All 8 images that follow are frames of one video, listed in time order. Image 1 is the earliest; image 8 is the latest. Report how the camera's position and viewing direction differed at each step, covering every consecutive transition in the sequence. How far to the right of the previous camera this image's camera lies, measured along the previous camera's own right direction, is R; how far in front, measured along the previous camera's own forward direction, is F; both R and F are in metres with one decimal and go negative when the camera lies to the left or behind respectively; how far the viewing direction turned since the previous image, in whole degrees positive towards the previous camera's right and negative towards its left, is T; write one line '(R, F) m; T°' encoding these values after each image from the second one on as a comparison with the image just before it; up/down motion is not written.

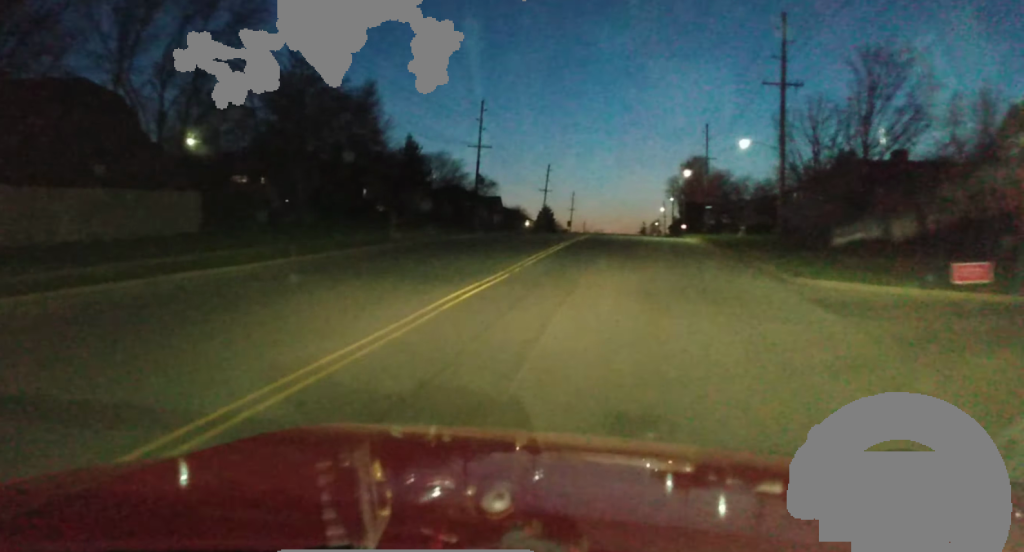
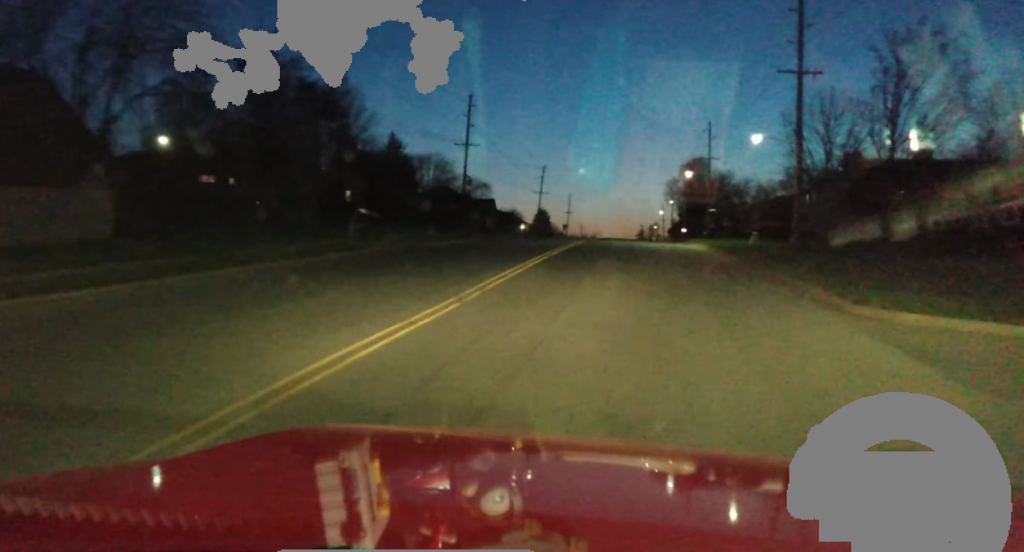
(+0.2, +7.0) m; 0°
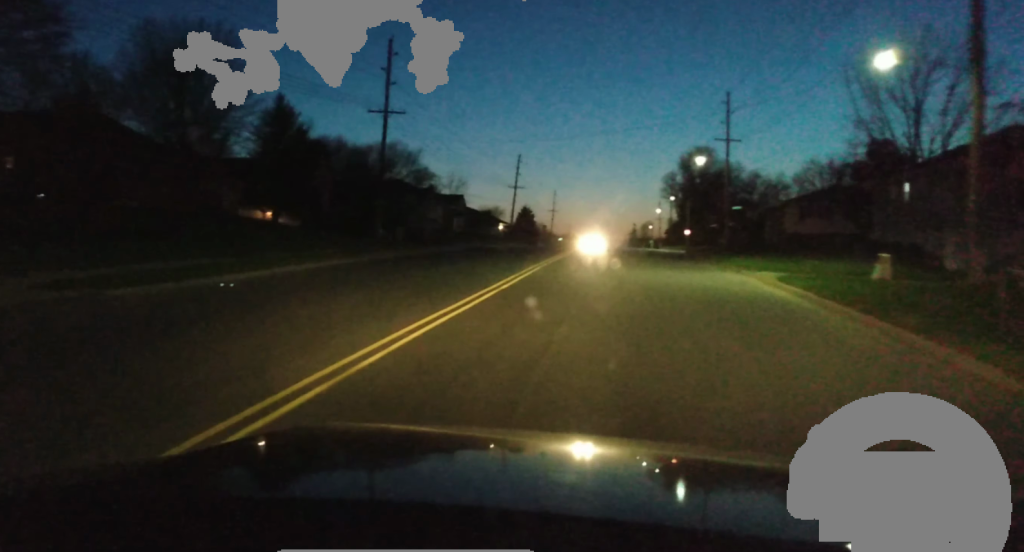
(-0.1, +27.6) m; 0°
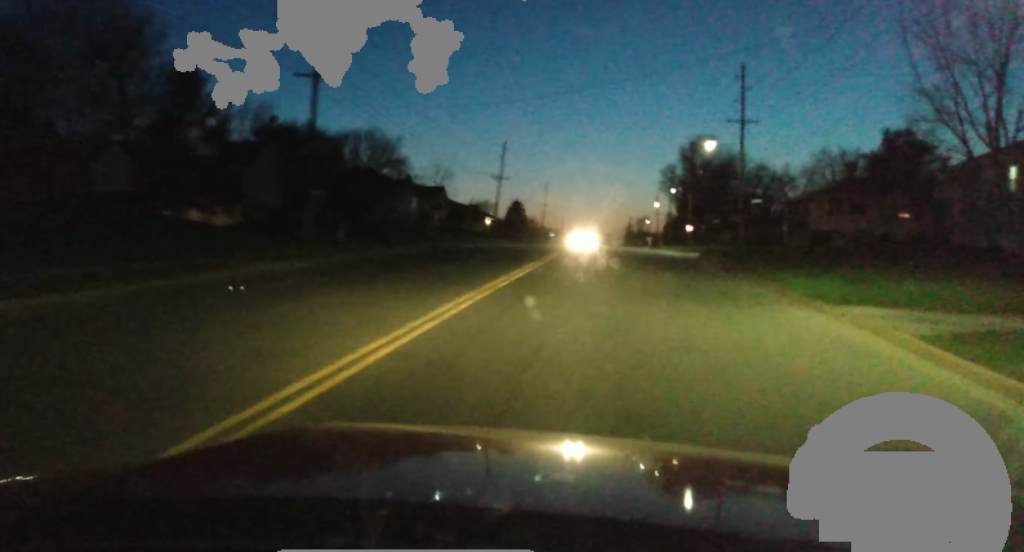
(+0.1, +13.3) m; +1°
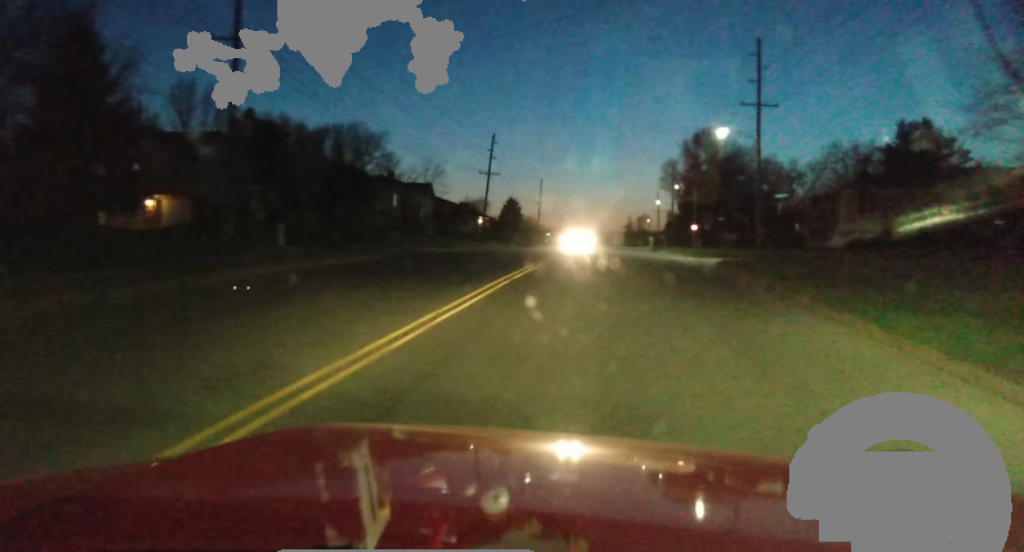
(+0.2, +9.5) m; 0°
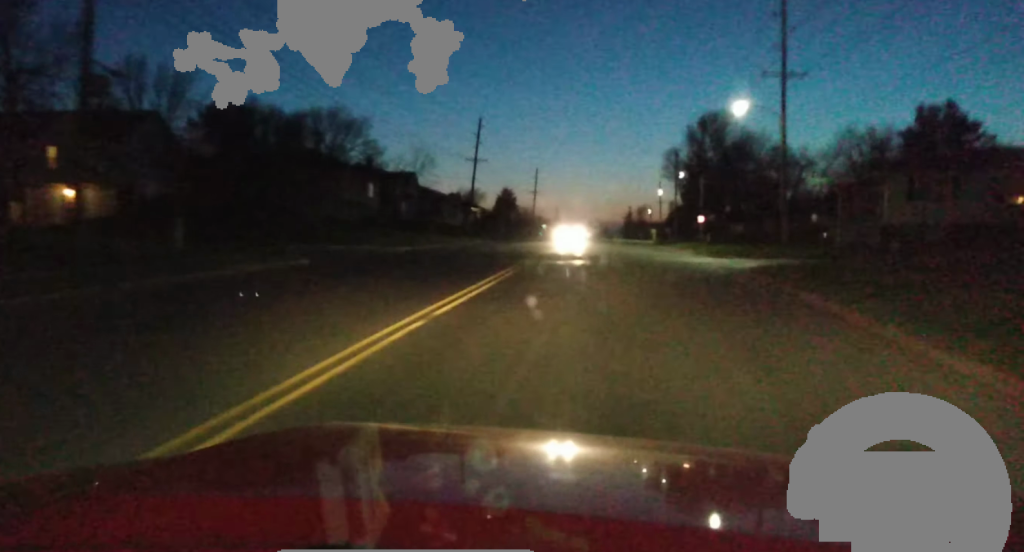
(-0.1, +10.3) m; 0°
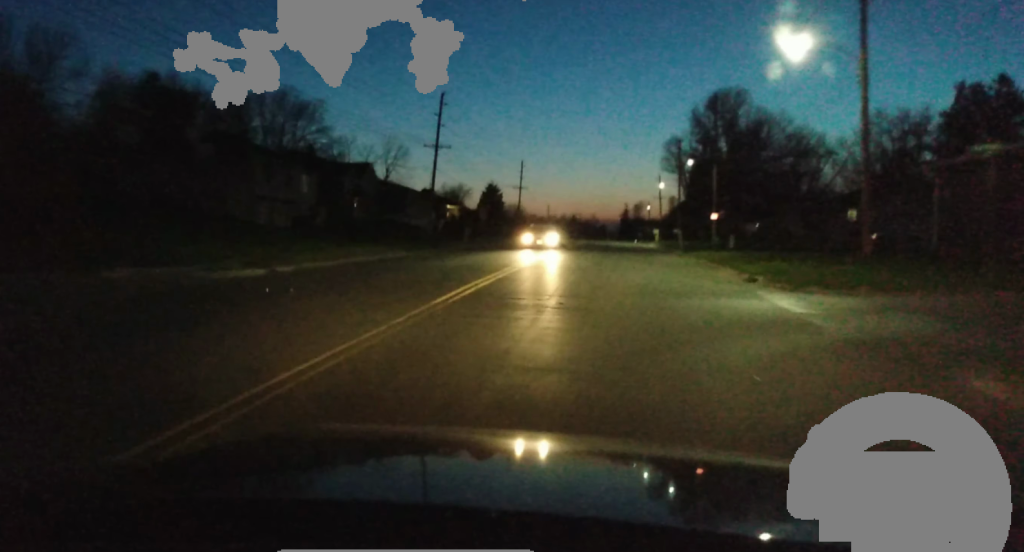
(-0.2, +19.6) m; 0°
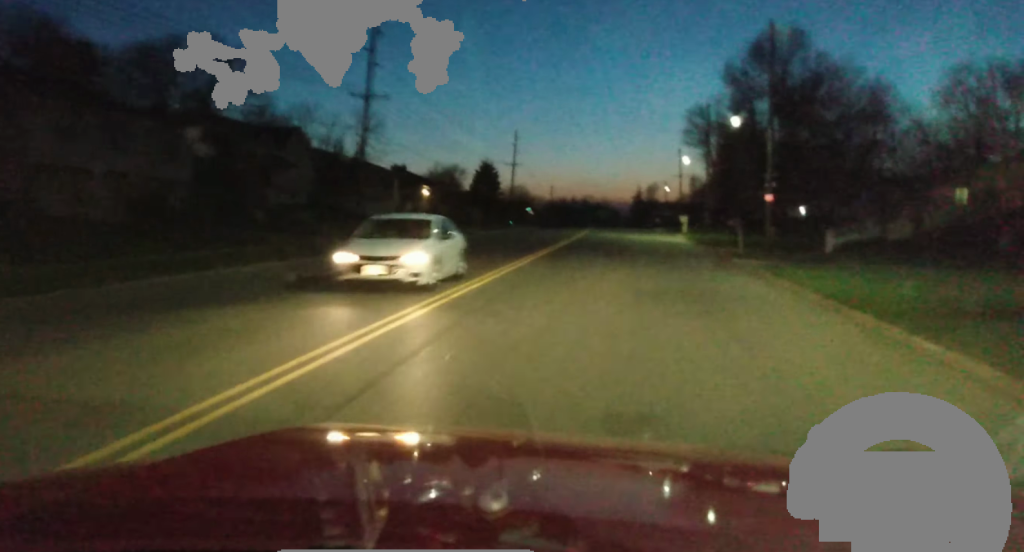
(+0.4, +26.5) m; +2°
